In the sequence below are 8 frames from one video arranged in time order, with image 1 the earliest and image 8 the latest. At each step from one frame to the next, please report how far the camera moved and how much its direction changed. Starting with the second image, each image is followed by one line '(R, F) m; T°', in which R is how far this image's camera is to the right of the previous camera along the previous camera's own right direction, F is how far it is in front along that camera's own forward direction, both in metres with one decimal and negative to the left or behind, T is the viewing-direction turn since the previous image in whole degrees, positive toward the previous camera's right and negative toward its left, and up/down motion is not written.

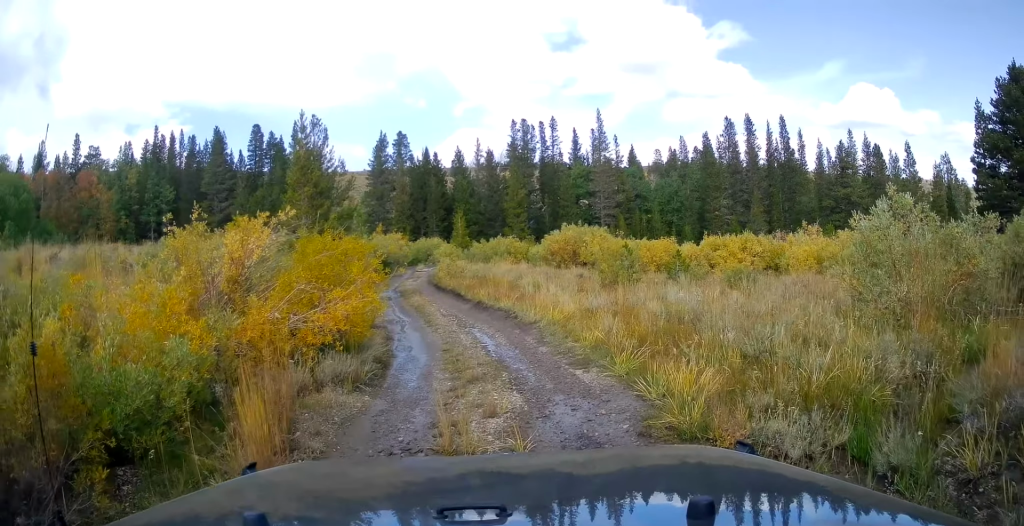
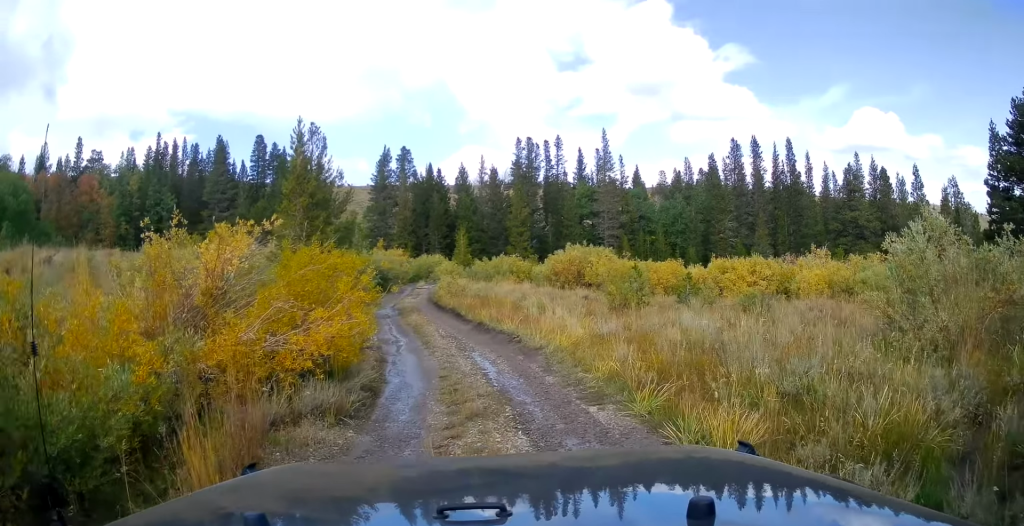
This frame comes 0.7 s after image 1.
(-0.2, +0.8) m; -1°
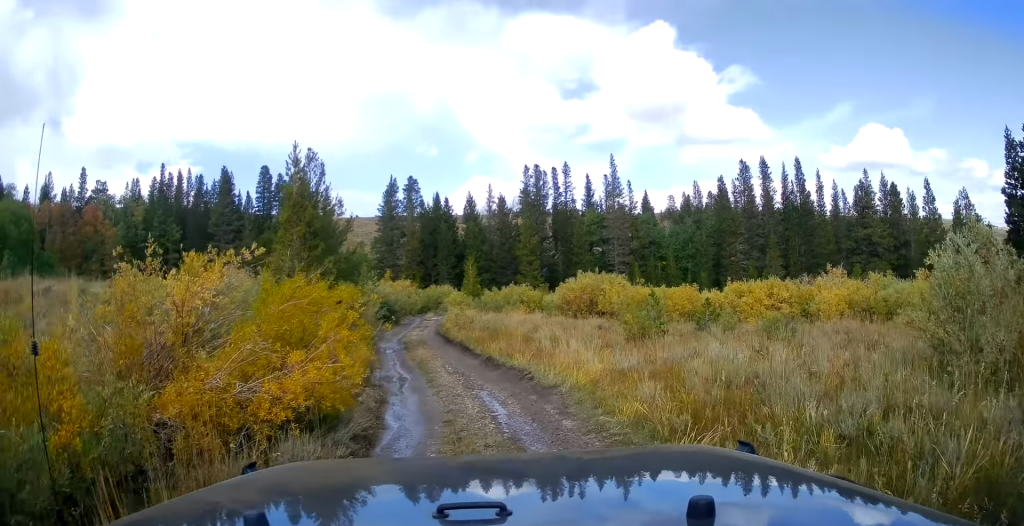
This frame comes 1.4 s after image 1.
(-0.1, +0.9) m; -2°
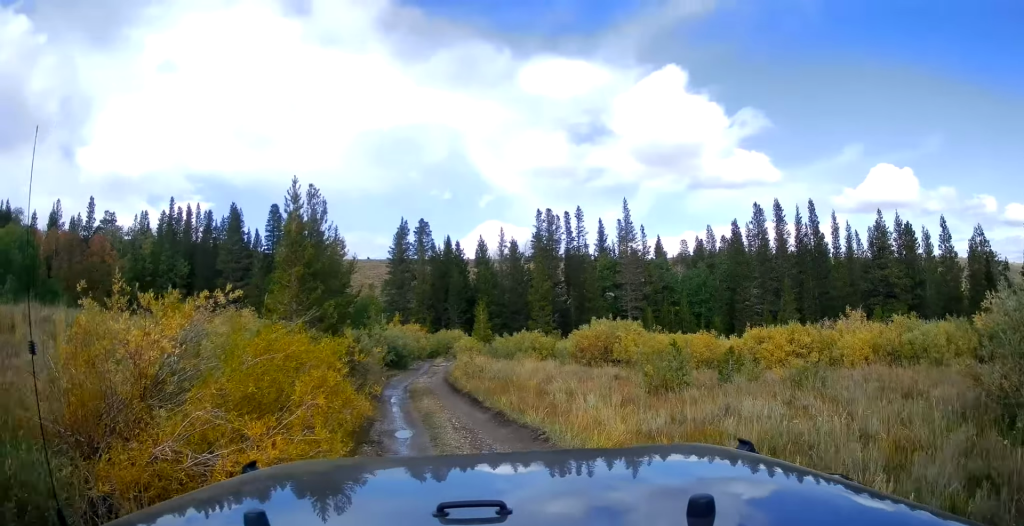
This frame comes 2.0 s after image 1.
(0.0, +0.9) m; -3°
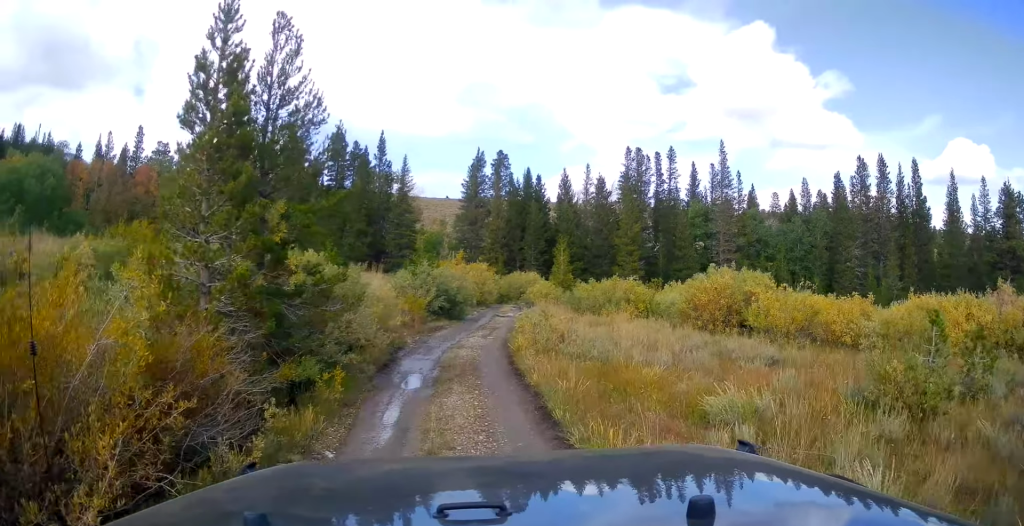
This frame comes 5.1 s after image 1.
(-1.8, +6.6) m; -23°
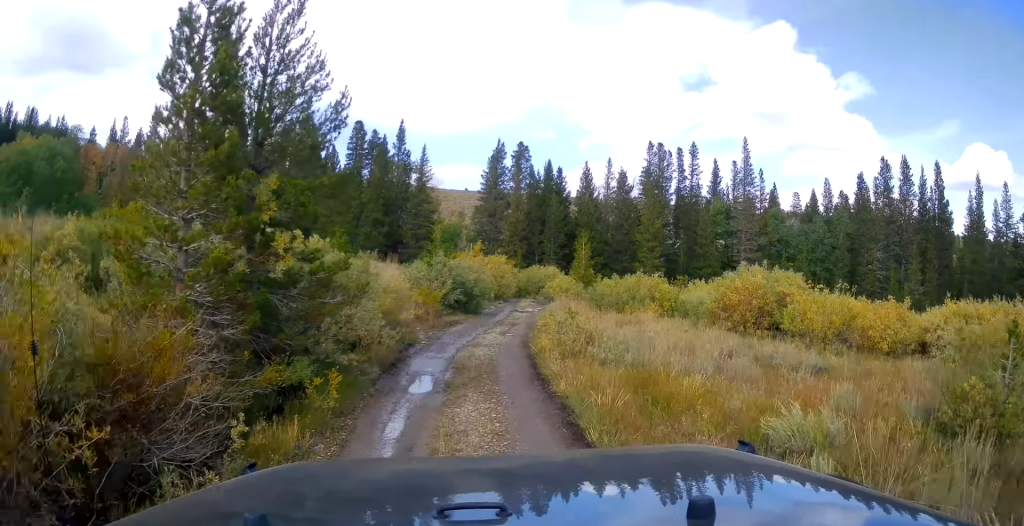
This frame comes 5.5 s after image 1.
(0.0, +1.1) m; -2°
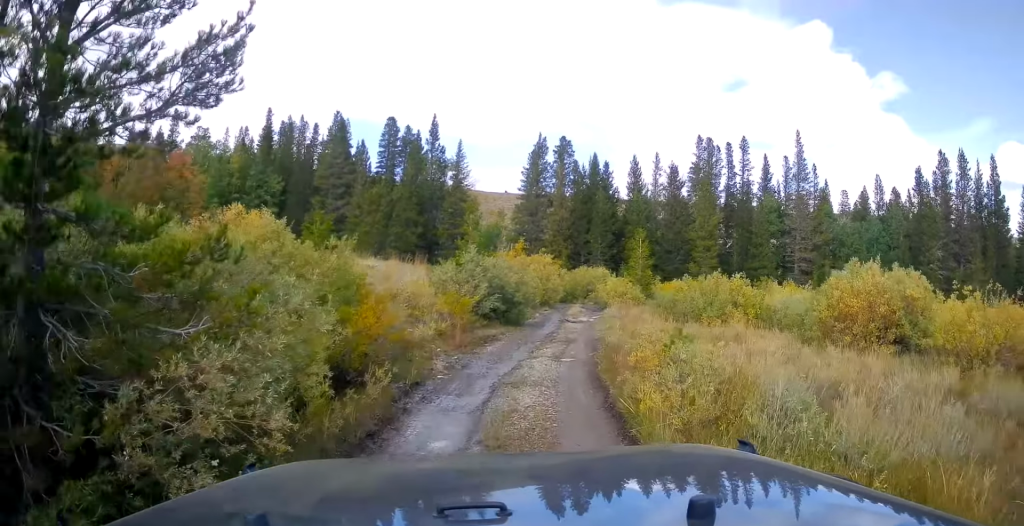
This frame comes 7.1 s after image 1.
(-0.2, +4.7) m; +3°
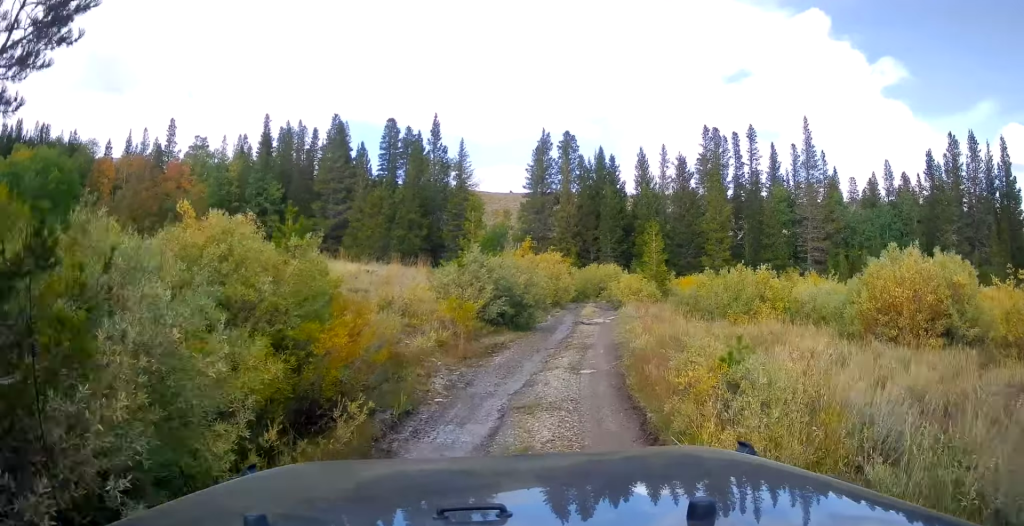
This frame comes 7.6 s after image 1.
(0.0, +1.5) m; +2°
